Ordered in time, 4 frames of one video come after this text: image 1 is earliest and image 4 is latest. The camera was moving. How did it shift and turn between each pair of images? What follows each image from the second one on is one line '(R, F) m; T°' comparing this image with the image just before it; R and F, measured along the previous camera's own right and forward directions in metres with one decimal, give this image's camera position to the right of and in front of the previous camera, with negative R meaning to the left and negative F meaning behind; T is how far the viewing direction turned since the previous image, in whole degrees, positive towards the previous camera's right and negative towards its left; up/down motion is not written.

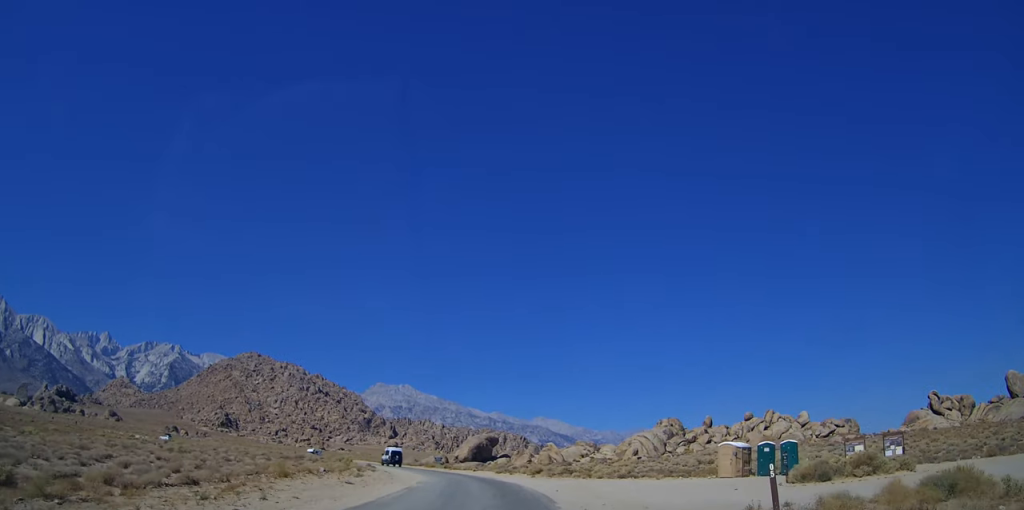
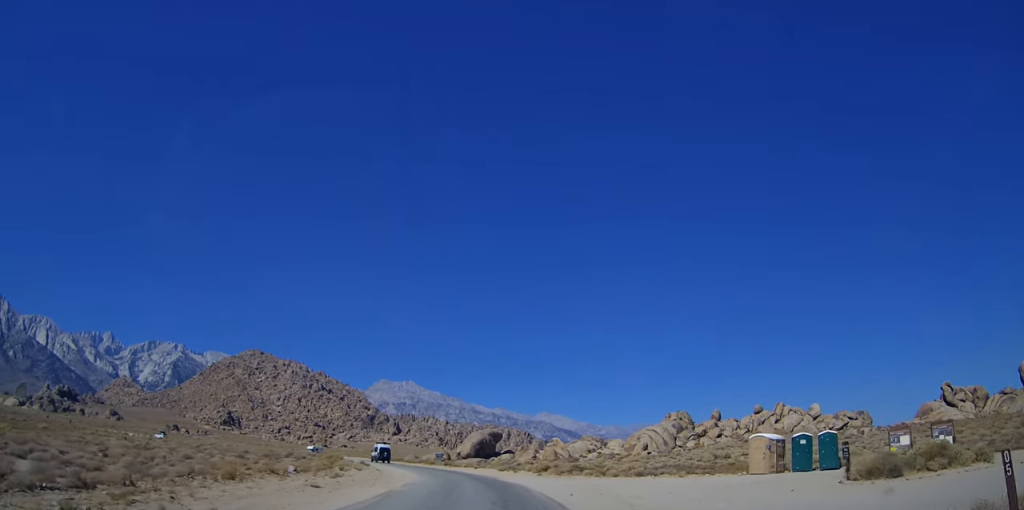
(-0.4, +4.9) m; -2°
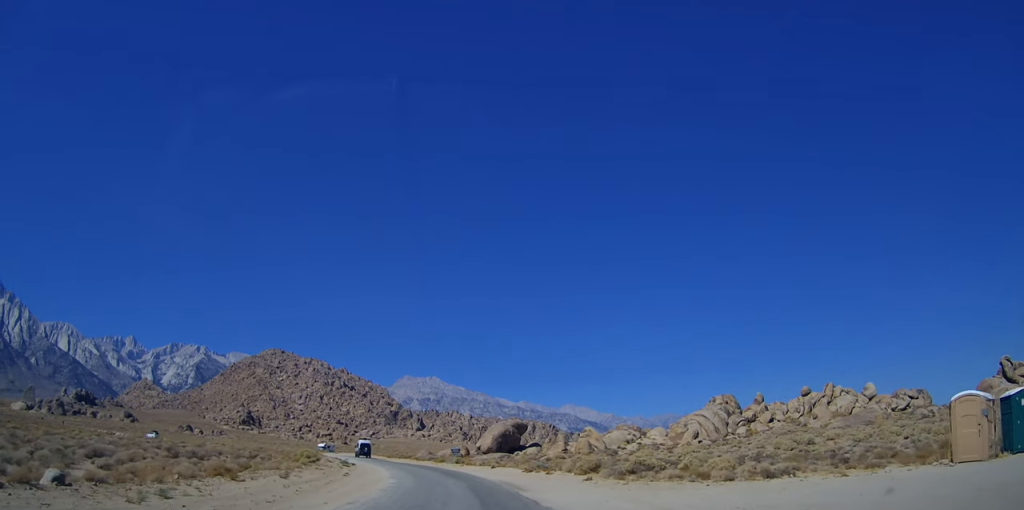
(-0.3, +15.1) m; +3°
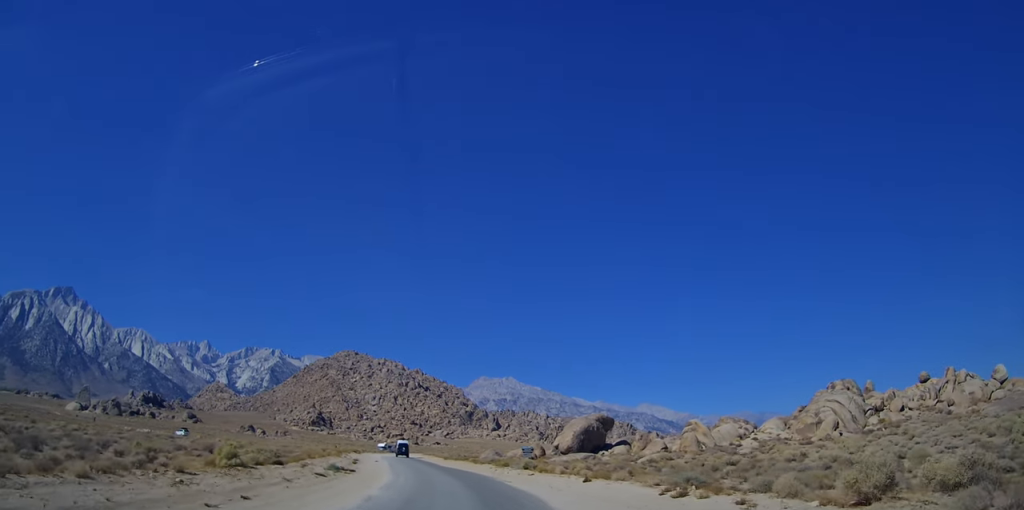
(-1.5, +18.7) m; -7°
